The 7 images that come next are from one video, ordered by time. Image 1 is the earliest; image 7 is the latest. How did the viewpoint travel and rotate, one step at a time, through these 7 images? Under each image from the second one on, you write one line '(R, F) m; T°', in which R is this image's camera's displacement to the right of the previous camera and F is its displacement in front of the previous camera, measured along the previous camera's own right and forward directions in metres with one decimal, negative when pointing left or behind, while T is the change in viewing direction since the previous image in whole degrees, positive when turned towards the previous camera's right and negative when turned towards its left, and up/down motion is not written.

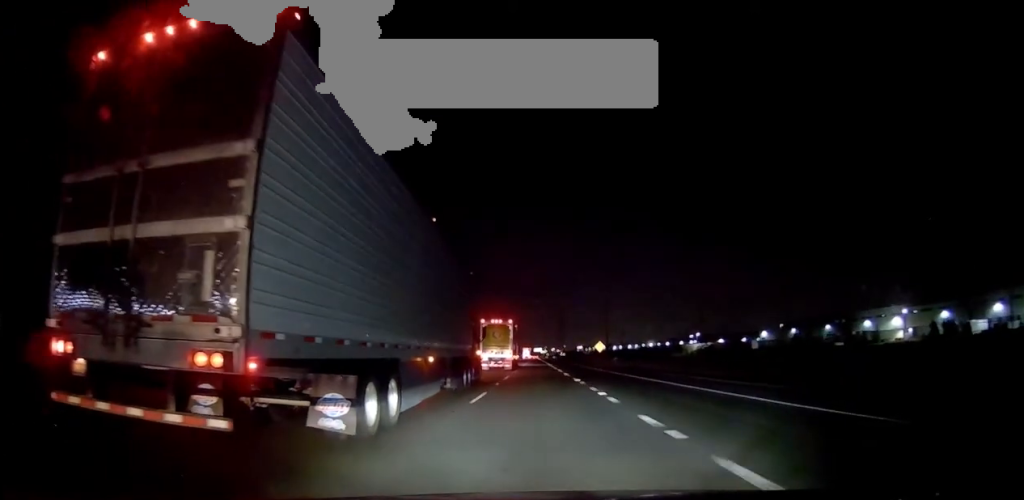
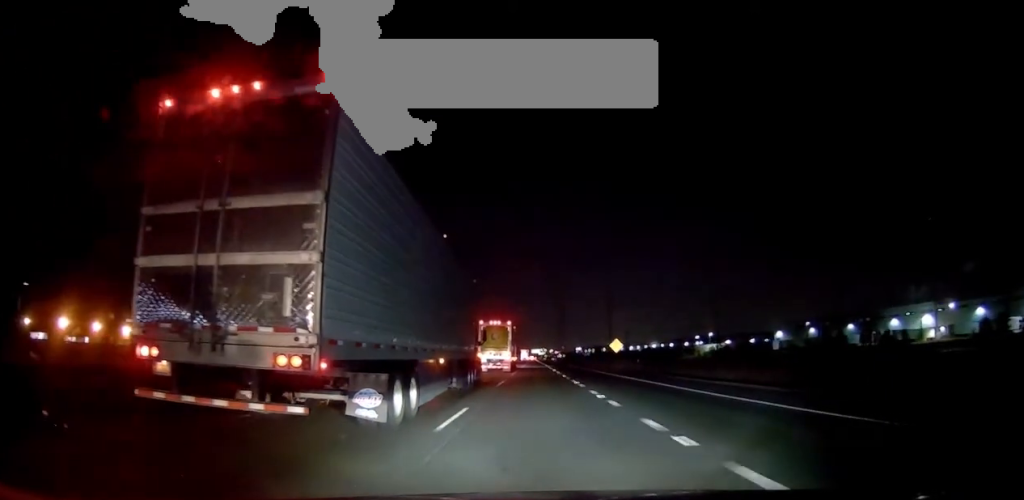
(+0.1, +19.5) m; 0°
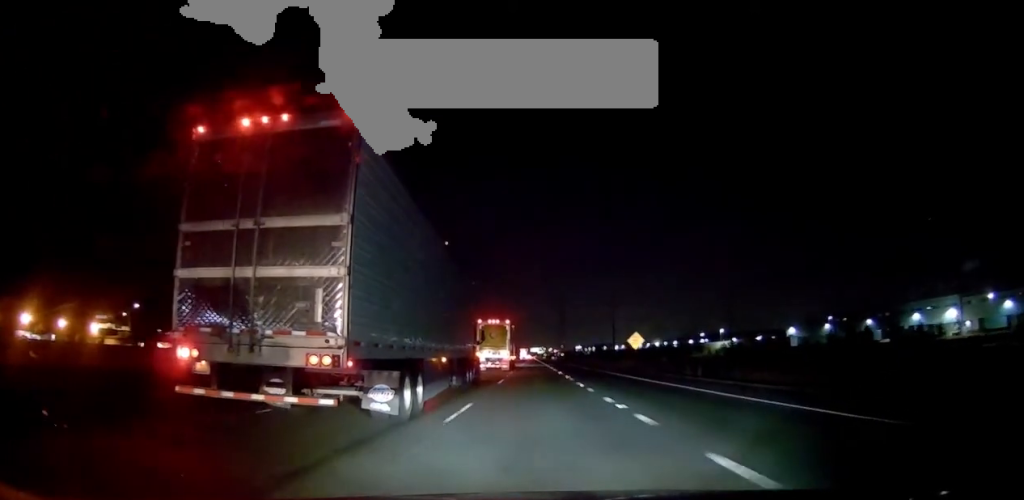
(-0.1, +13.8) m; 0°
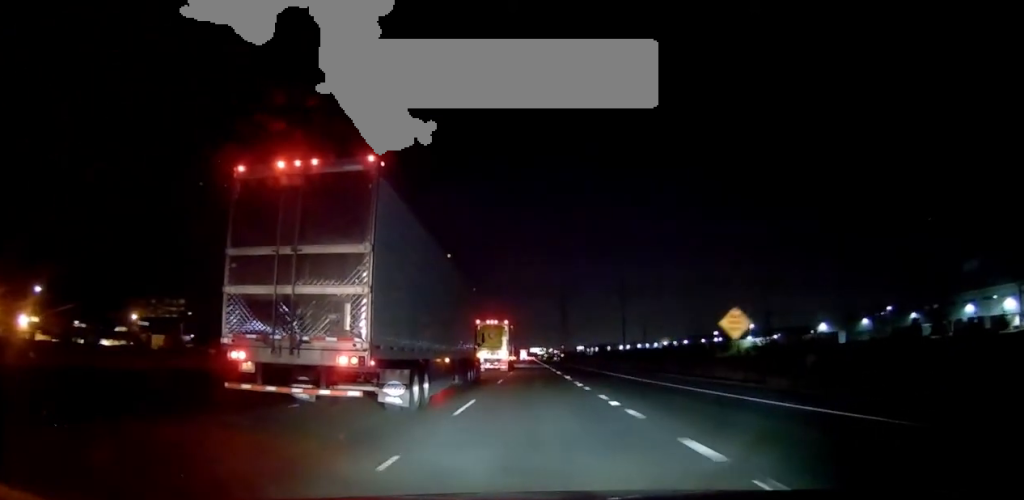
(-0.1, +27.5) m; 0°
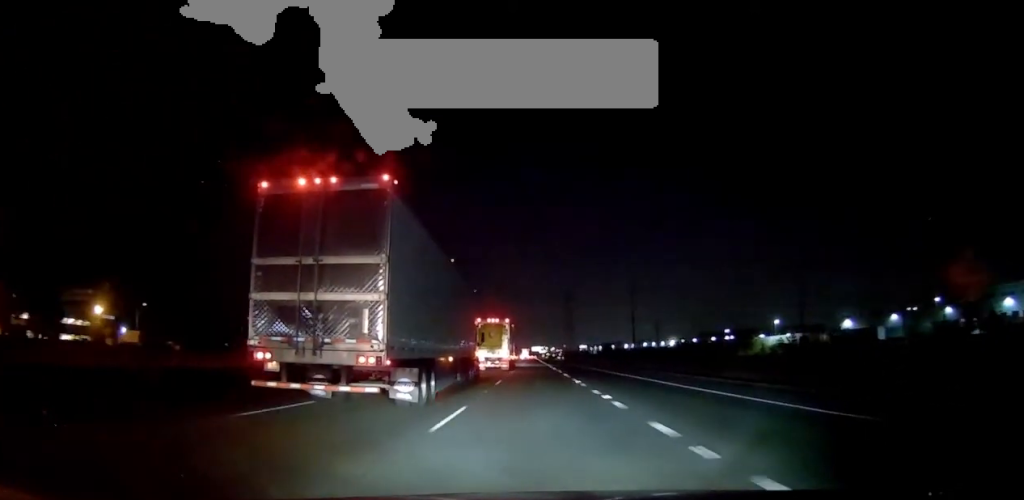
(0.0, +17.0) m; +1°
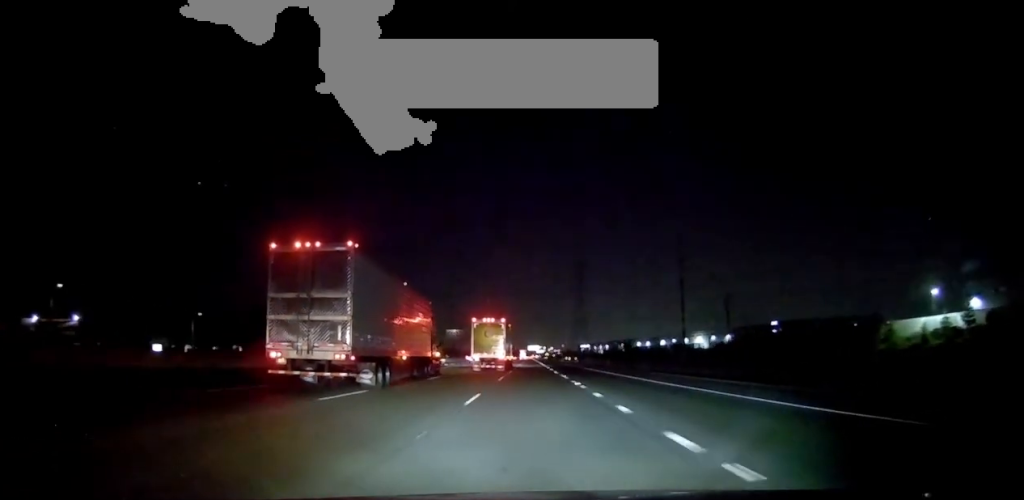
(0.0, +69.2) m; 0°
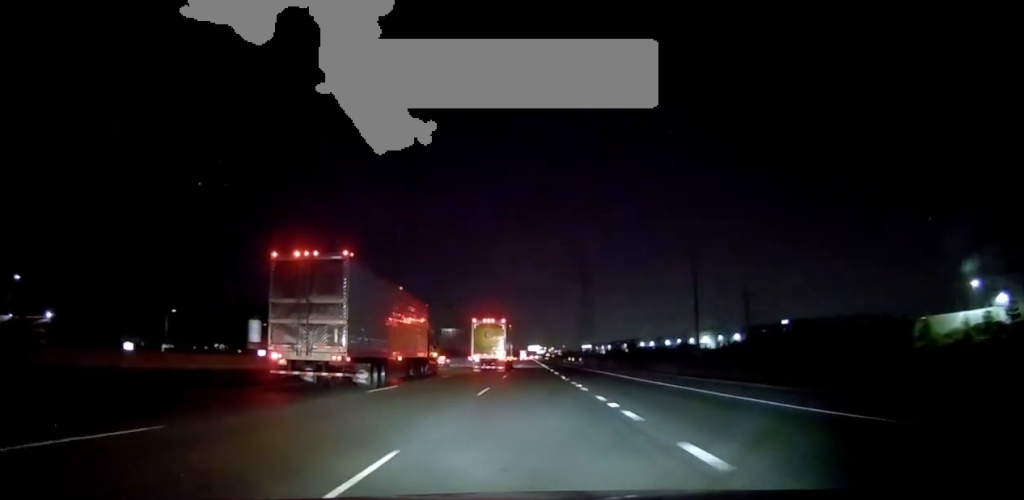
(-0.1, +10.6) m; 0°
